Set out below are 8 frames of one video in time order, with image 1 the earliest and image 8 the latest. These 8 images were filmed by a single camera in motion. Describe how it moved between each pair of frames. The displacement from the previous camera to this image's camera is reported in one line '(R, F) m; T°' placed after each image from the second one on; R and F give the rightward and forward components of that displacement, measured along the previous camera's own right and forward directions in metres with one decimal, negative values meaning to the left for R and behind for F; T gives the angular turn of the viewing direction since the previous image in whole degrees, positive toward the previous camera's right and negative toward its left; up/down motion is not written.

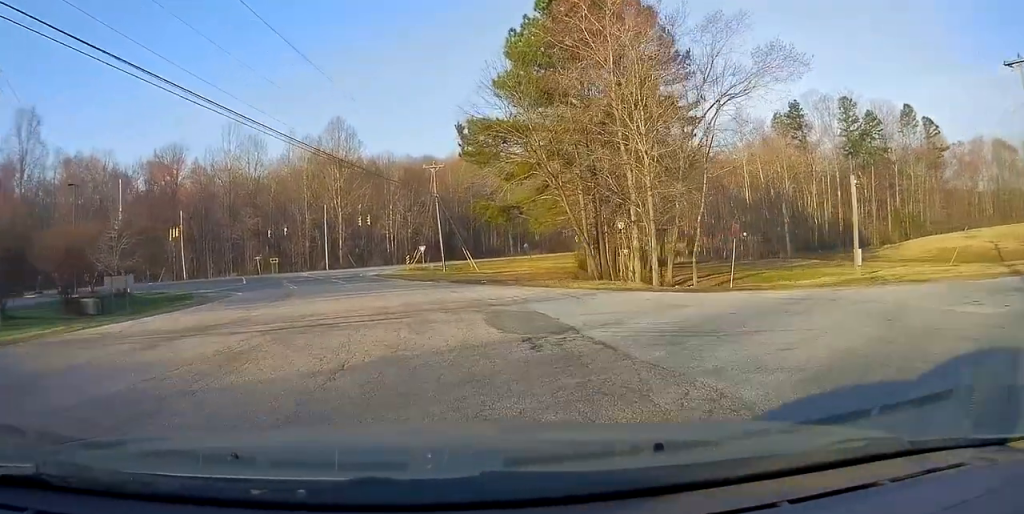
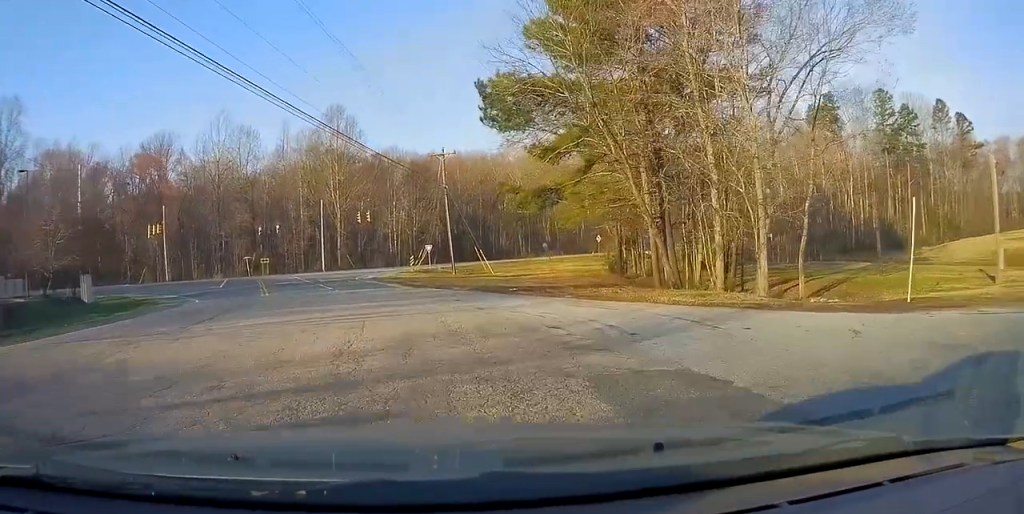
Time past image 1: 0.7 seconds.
(-0.3, +8.2) m; -2°
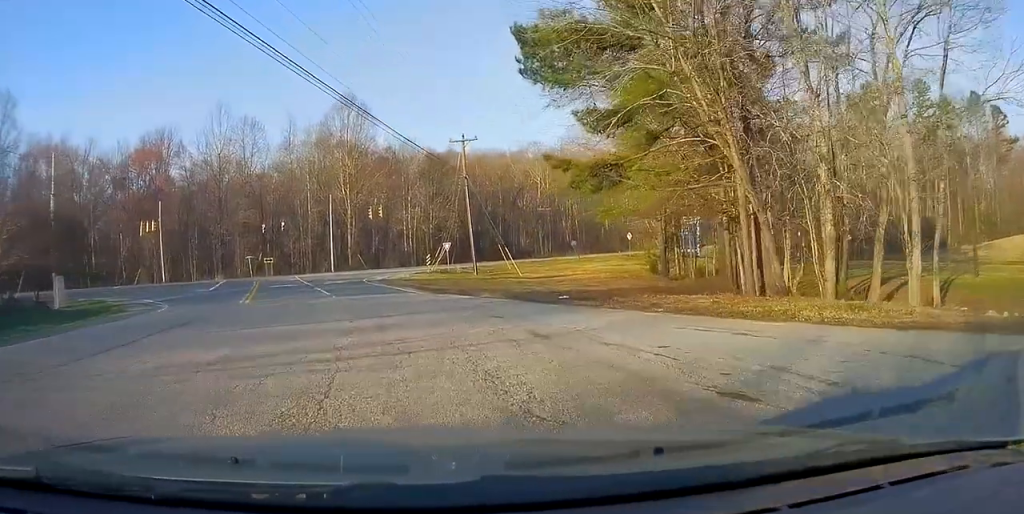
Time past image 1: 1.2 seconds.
(-0.1, +6.2) m; -1°
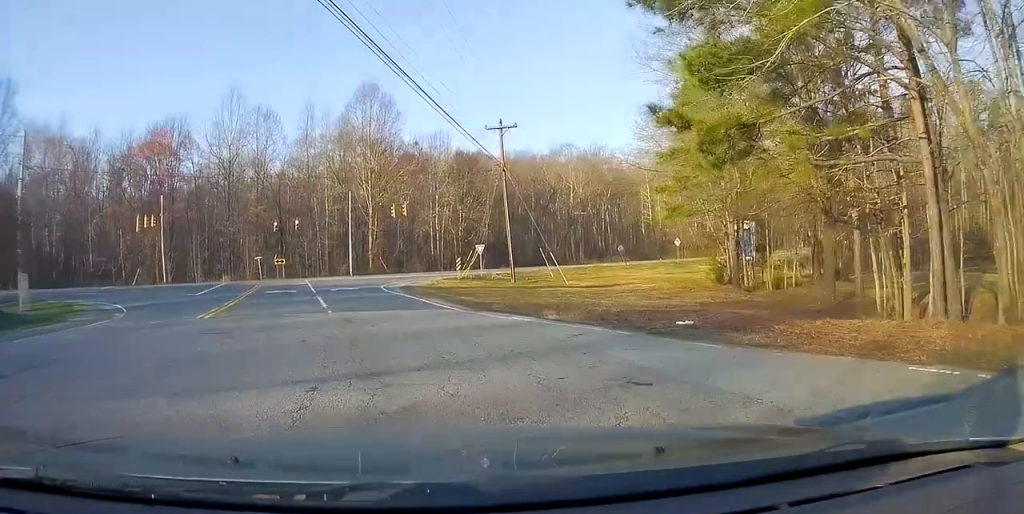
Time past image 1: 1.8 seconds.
(+0.1, +7.0) m; 0°
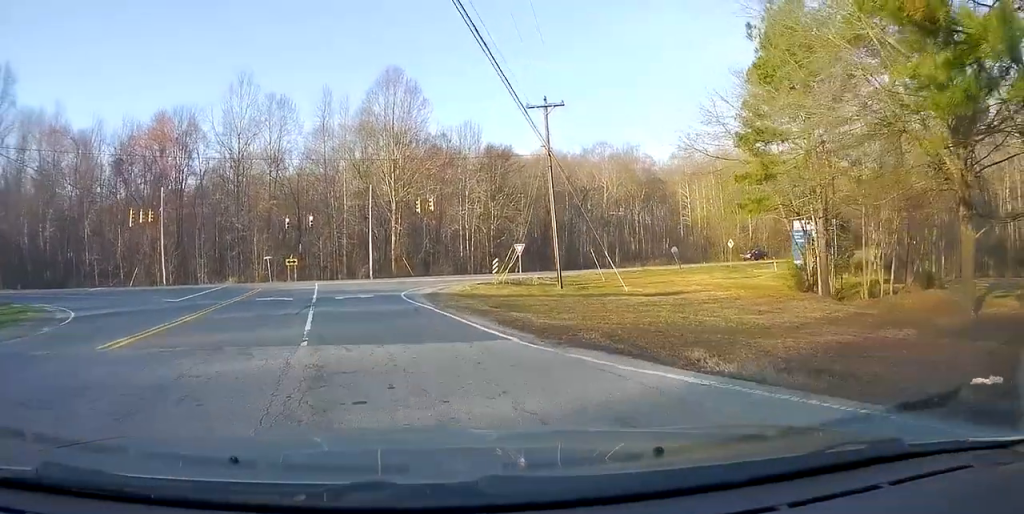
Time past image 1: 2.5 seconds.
(0.0, +6.8) m; -2°
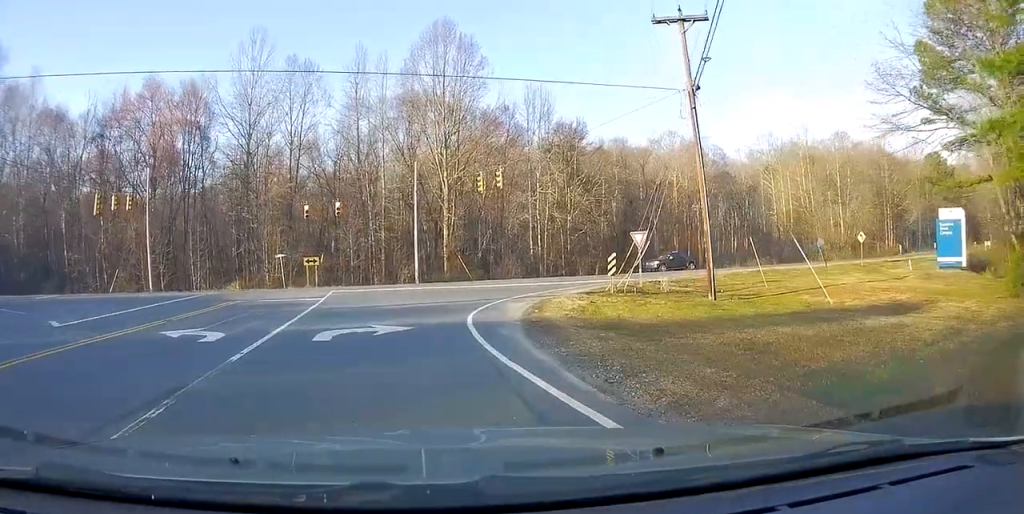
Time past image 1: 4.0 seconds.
(-1.1, +14.2) m; -7°
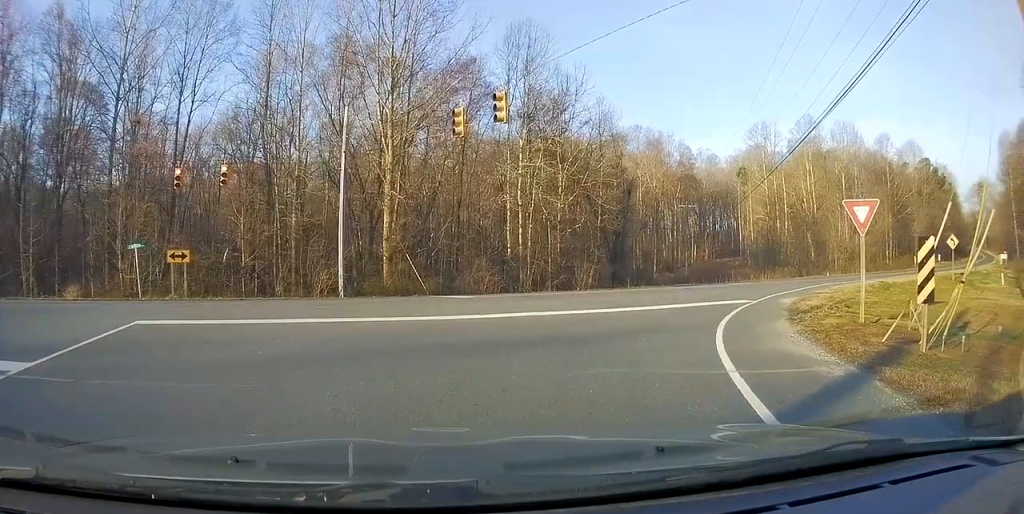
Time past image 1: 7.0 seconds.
(+1.4, +19.2) m; +10°
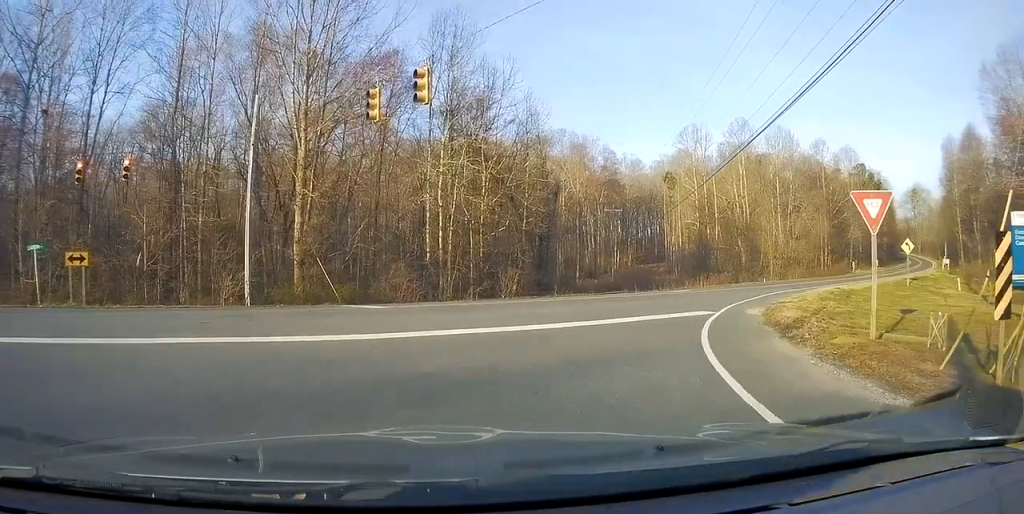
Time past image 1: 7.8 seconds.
(0.0, +3.1) m; +7°
